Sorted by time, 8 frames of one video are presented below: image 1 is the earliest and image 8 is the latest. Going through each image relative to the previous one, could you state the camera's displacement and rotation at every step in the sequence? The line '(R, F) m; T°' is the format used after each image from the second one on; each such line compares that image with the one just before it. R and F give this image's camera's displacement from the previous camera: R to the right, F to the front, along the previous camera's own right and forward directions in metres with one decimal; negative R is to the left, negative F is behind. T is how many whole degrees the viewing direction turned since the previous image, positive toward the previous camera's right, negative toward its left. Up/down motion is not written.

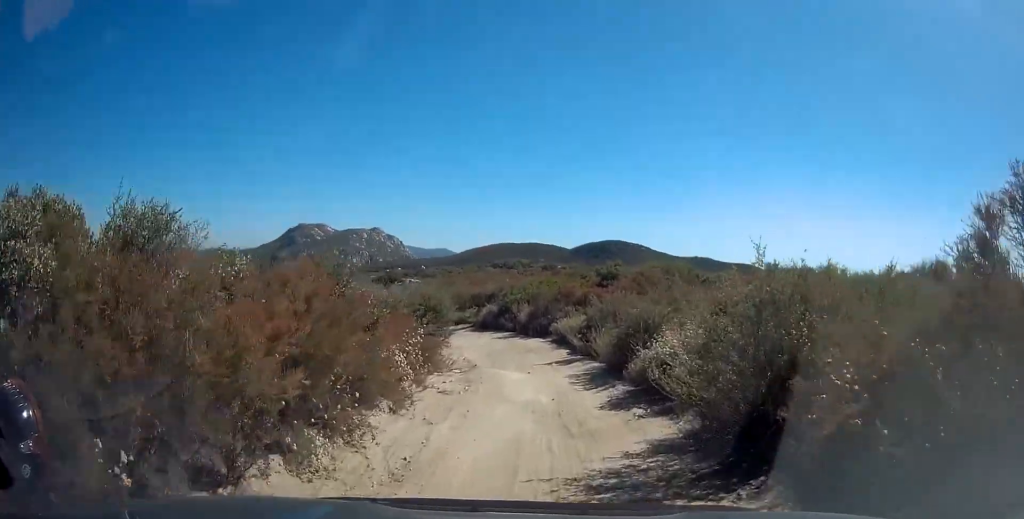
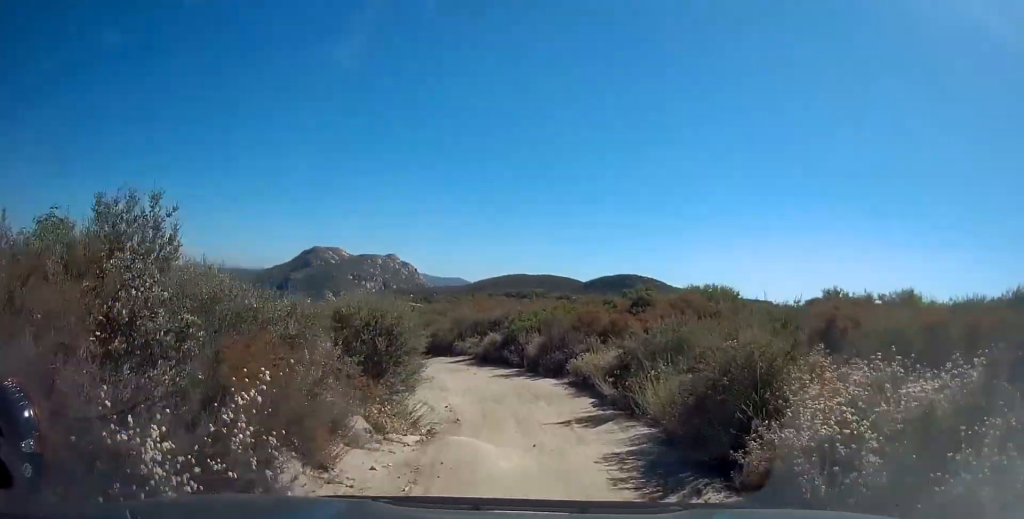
(-0.1, +5.6) m; -6°
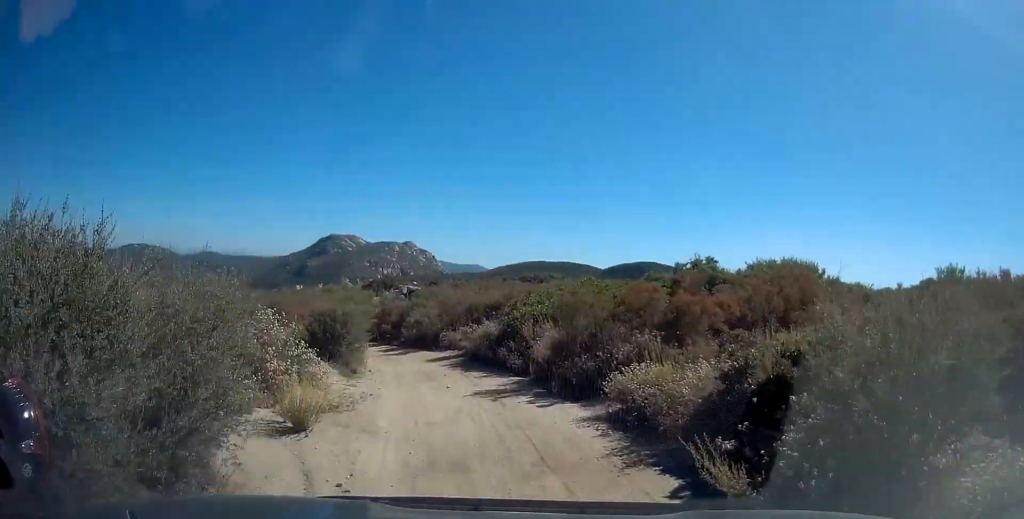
(-0.2, +8.6) m; +1°
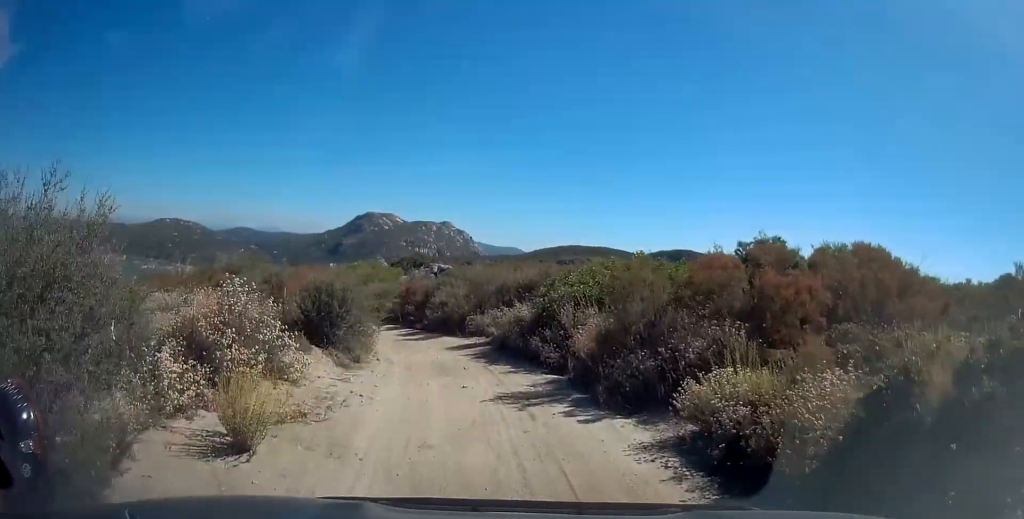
(+0.3, +2.7) m; 0°
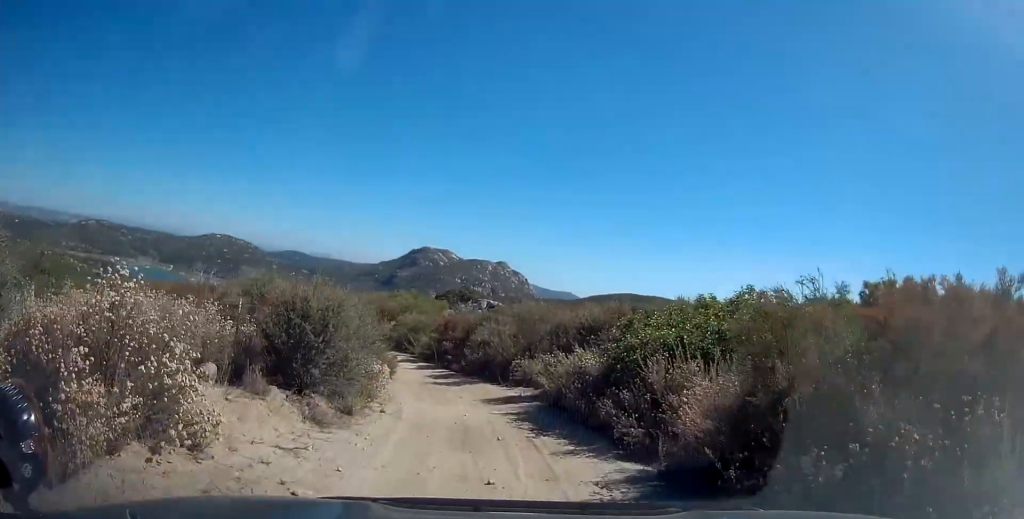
(-0.5, +4.0) m; -6°
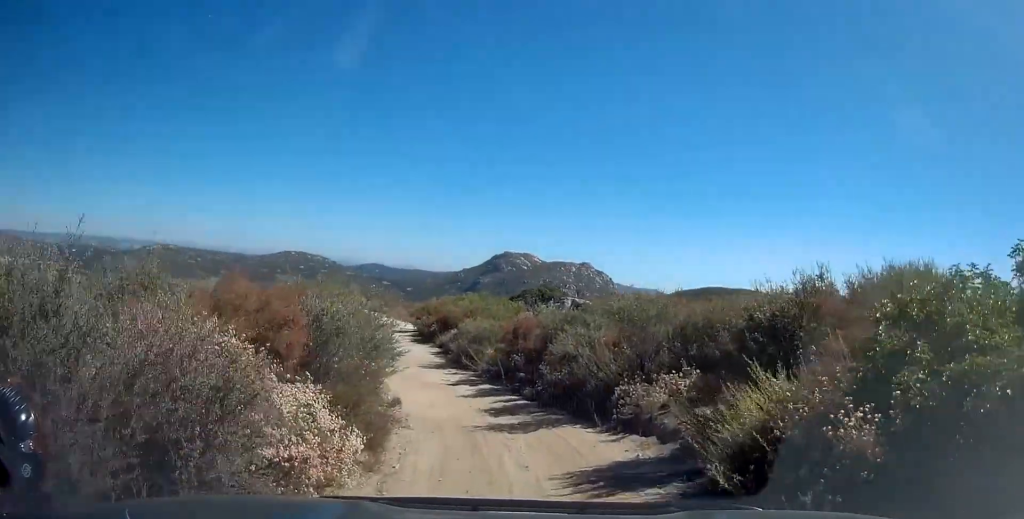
(-0.2, +6.7) m; -9°
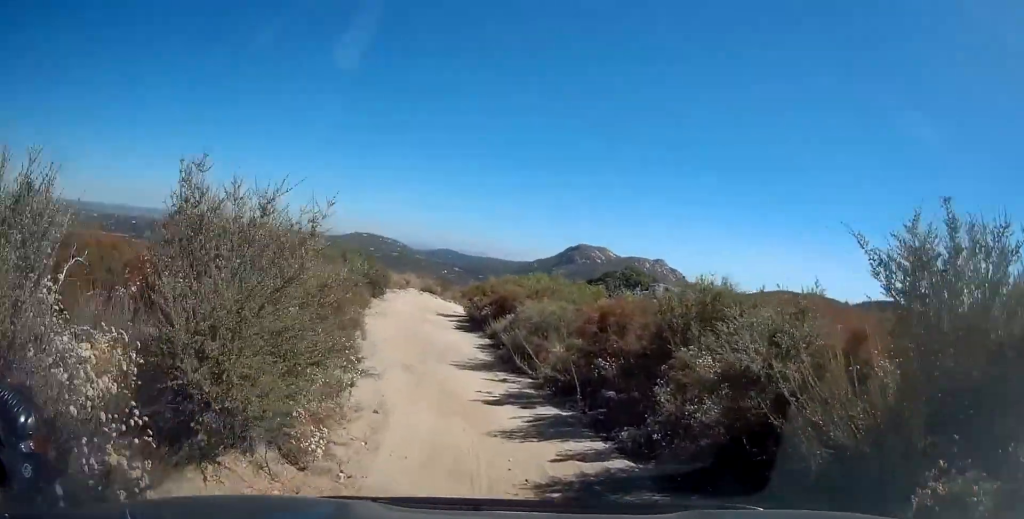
(-1.1, +7.2) m; -14°
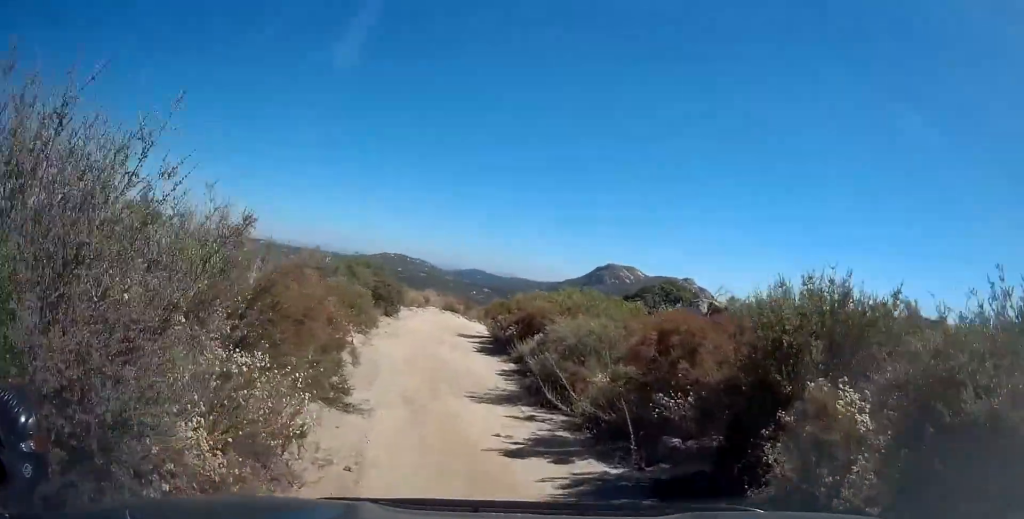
(-0.3, +3.0) m; -2°
